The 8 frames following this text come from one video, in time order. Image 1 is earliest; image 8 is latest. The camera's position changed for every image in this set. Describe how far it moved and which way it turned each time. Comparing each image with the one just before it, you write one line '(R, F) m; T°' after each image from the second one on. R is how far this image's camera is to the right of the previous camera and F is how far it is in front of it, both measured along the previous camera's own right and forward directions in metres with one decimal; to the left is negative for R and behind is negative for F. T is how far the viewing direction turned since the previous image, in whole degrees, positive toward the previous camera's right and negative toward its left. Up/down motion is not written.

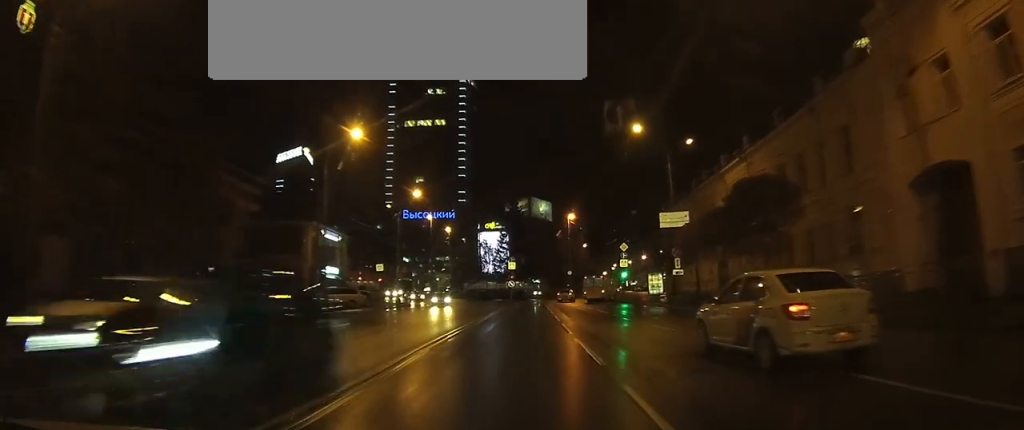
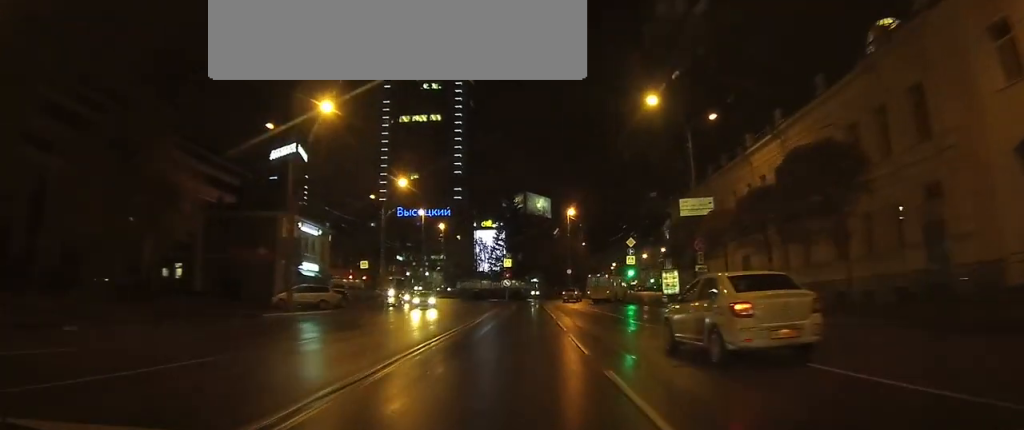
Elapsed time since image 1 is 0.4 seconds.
(0.0, +6.8) m; 0°
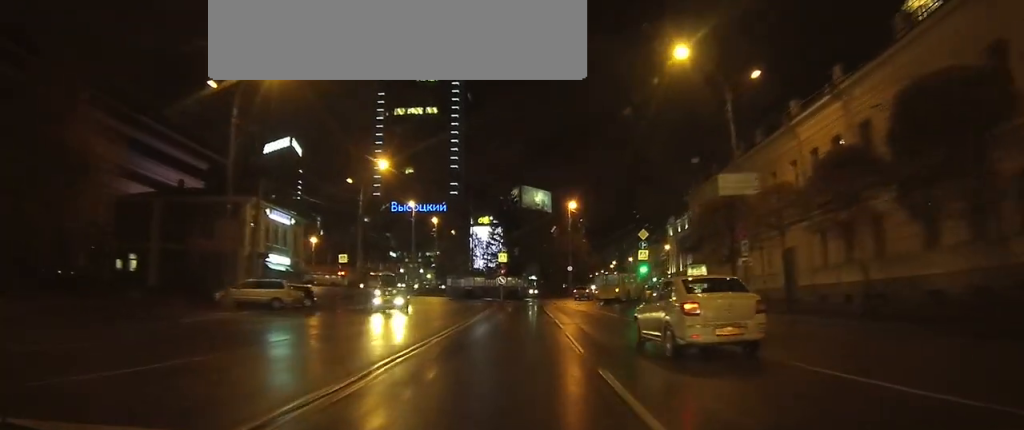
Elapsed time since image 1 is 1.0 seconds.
(0.0, +8.3) m; 0°
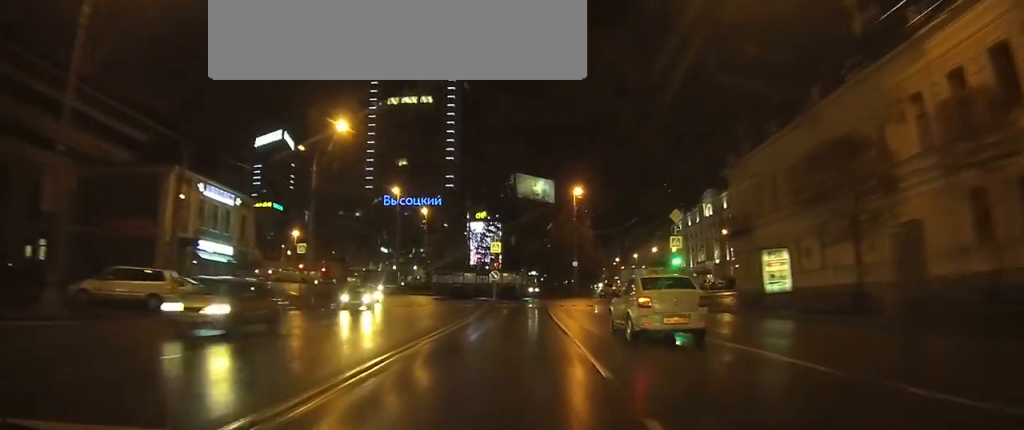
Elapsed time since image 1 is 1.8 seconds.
(0.0, +13.3) m; 0°
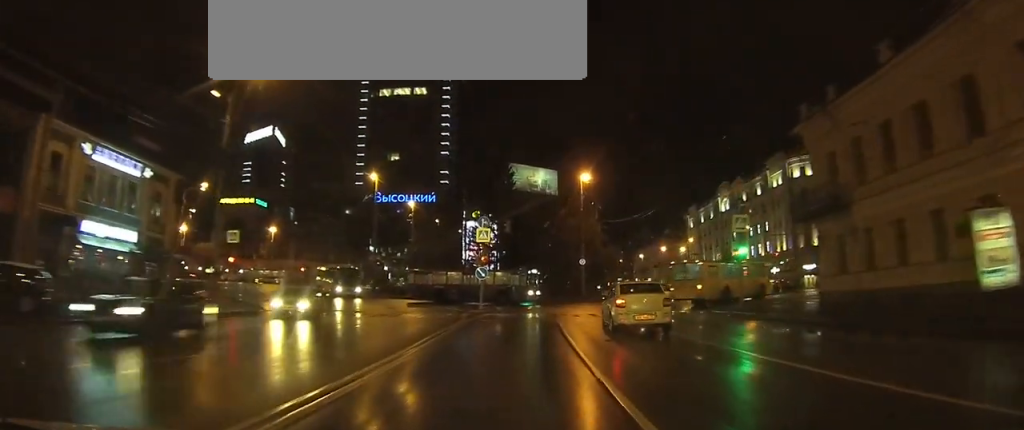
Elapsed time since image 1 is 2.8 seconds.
(0.0, +13.7) m; +1°
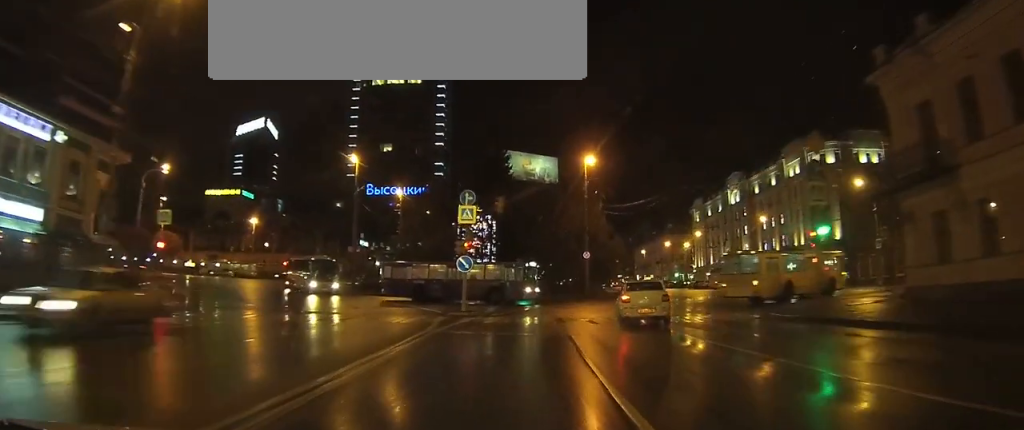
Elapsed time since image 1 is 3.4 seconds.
(-0.1, +8.4) m; +2°
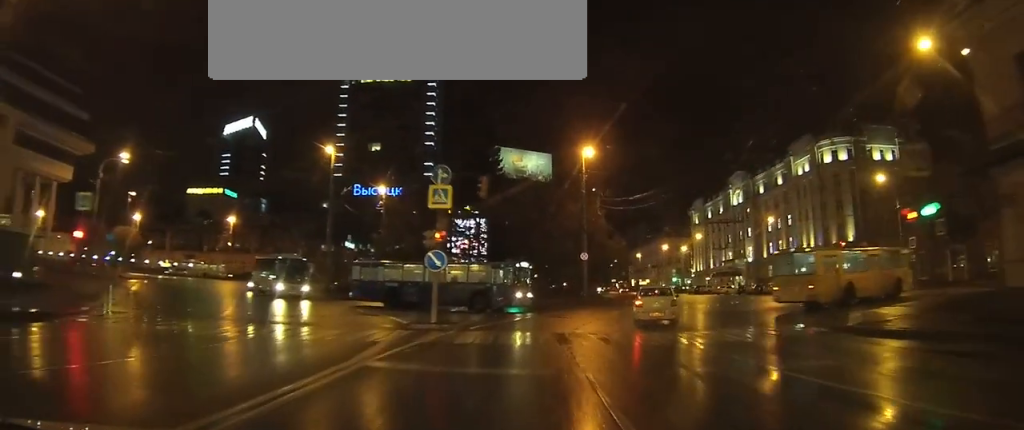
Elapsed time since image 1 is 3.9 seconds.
(+0.1, +6.3) m; +2°
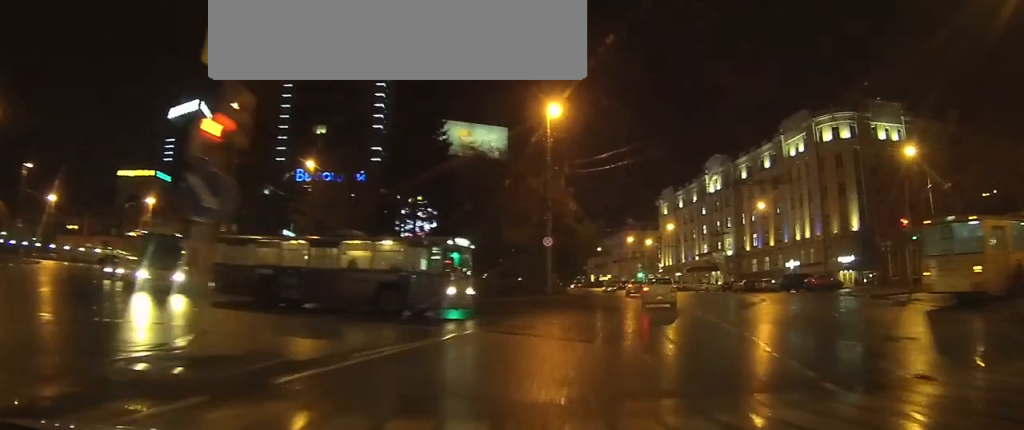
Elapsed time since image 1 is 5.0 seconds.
(+0.5, +13.1) m; +4°
